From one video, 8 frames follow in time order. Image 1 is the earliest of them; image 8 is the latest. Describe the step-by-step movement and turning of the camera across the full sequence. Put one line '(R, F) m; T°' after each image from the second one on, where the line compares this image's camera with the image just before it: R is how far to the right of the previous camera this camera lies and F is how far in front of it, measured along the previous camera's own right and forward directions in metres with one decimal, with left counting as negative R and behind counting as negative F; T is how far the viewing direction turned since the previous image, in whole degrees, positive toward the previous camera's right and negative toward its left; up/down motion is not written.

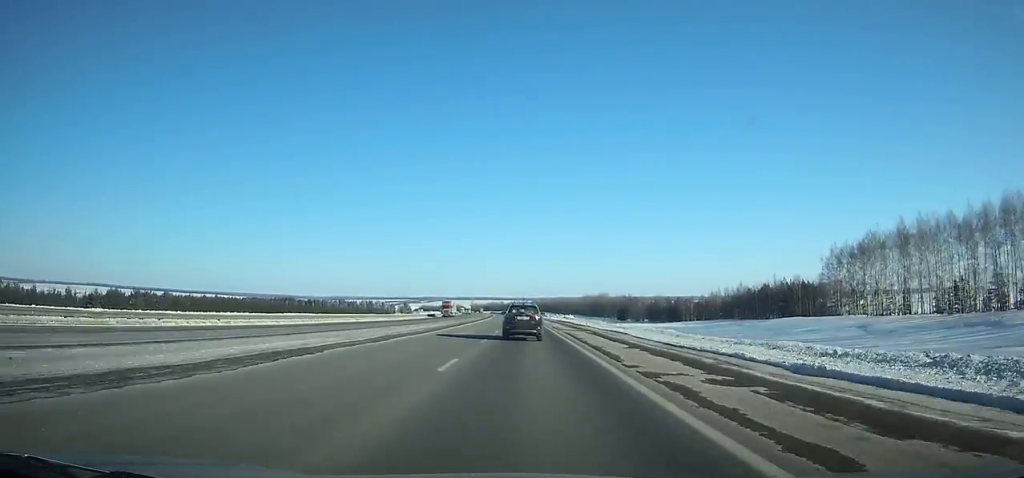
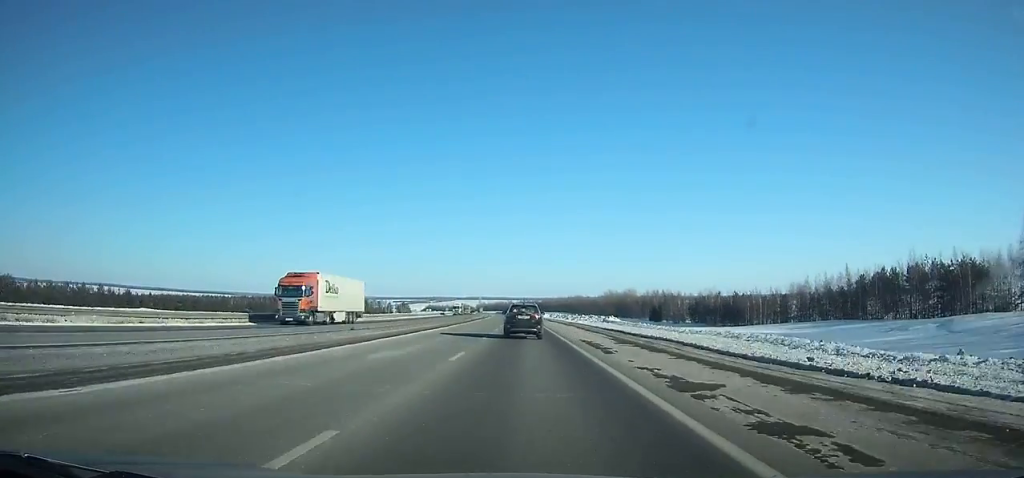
(-0.7, +58.0) m; -1°
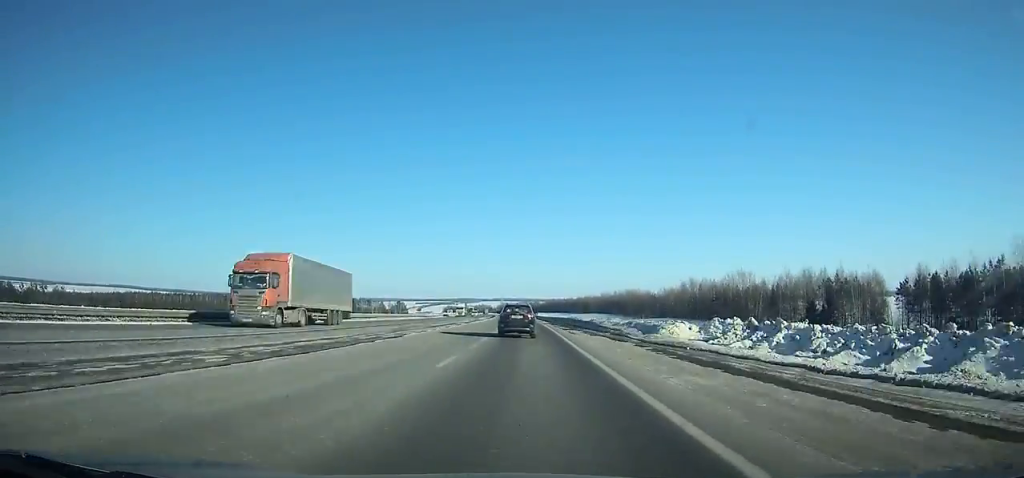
(-2.2, +119.7) m; -2°
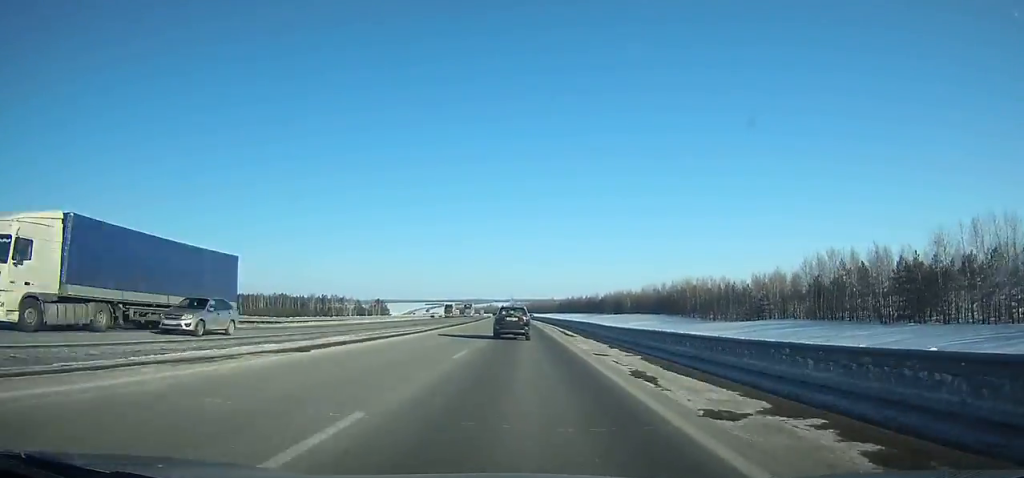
(-1.3, +94.0) m; -2°
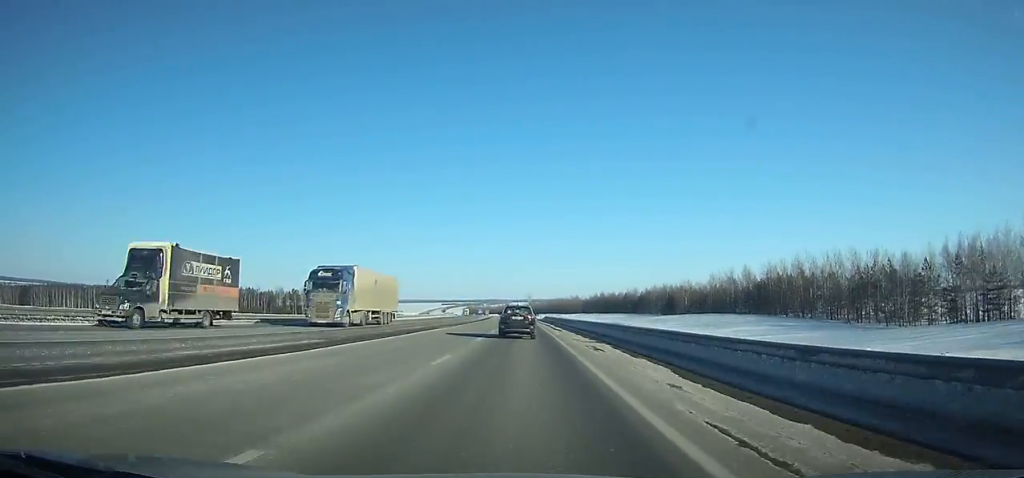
(-0.6, +76.3) m; -2°
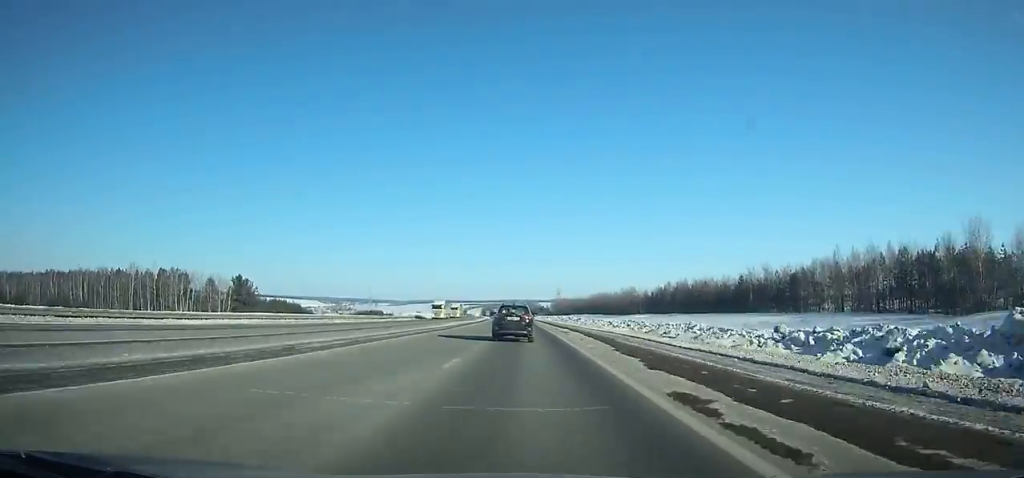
(-3.5, +130.2) m; -3°
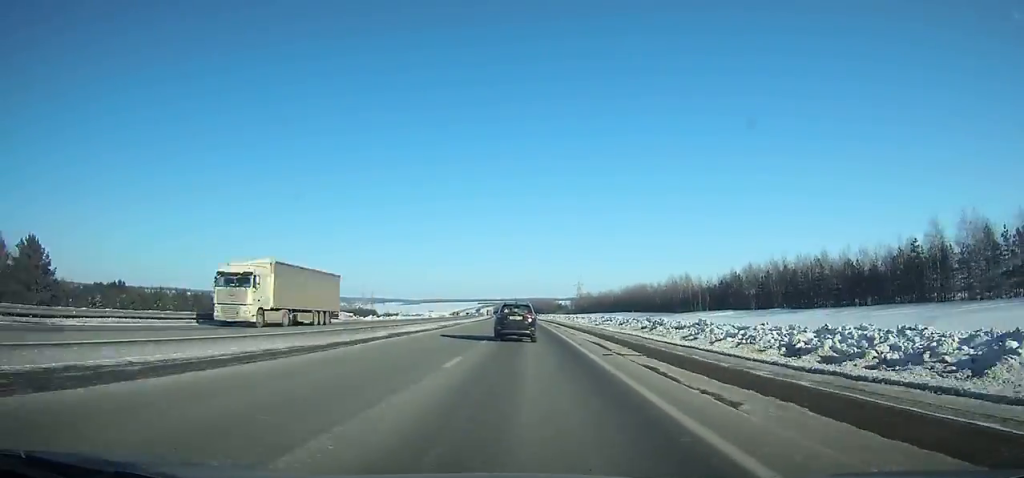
(-0.7, +68.3) m; -1°
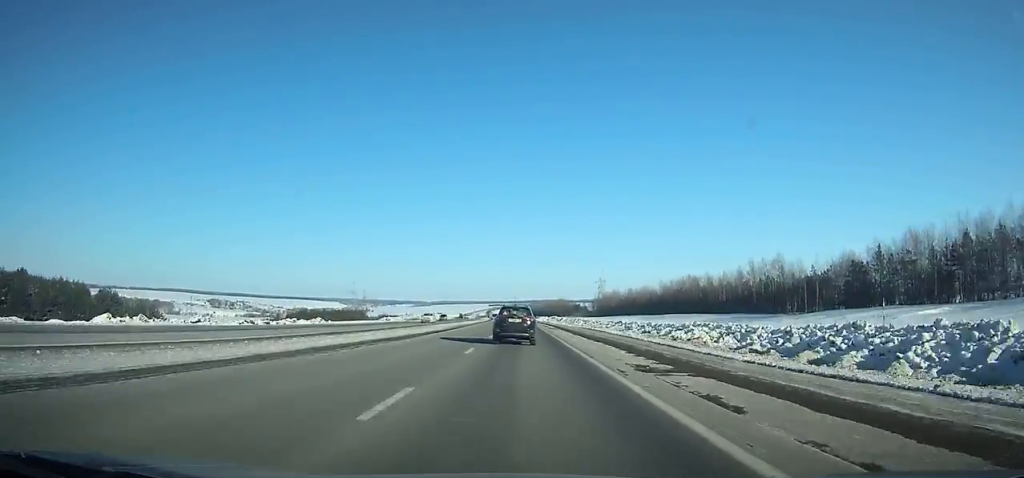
(-0.6, +64.1) m; -1°
